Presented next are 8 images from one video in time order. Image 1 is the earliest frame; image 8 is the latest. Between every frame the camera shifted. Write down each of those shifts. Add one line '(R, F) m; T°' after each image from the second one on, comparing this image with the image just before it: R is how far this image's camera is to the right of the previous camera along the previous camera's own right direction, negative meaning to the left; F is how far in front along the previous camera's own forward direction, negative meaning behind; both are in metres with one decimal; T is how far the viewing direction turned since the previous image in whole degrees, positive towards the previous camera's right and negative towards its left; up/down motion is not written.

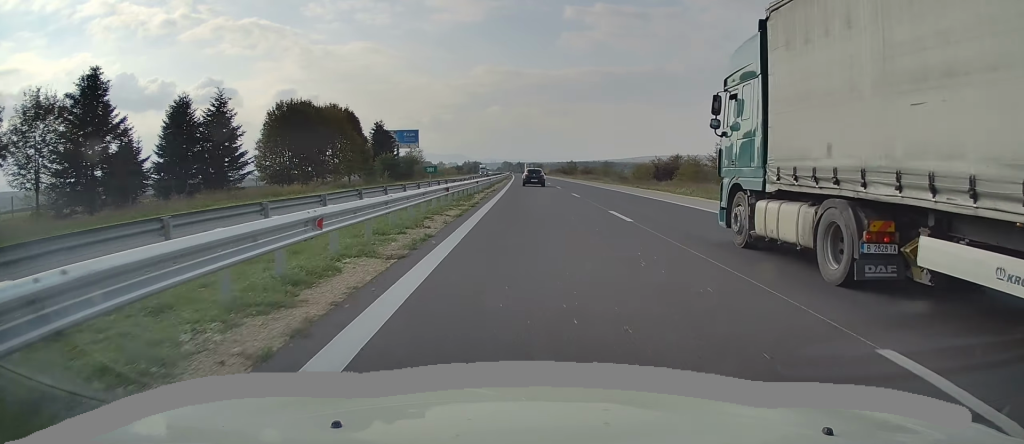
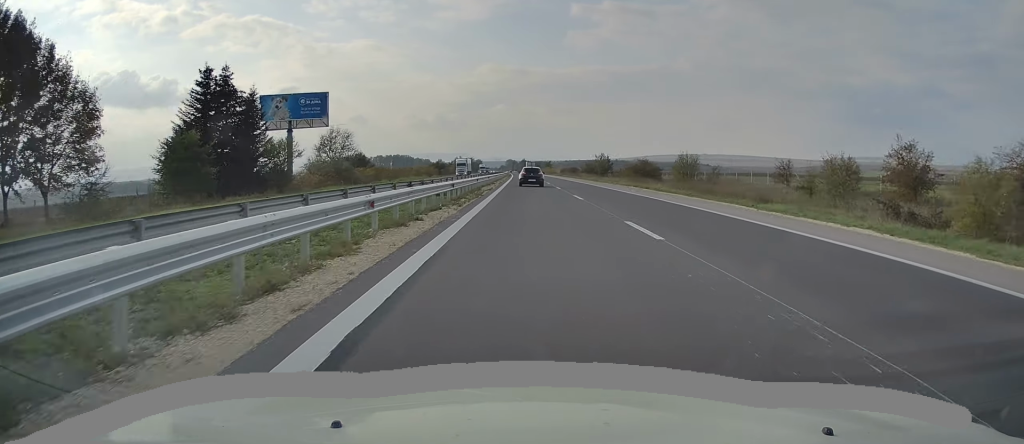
(0.0, +68.5) m; 0°
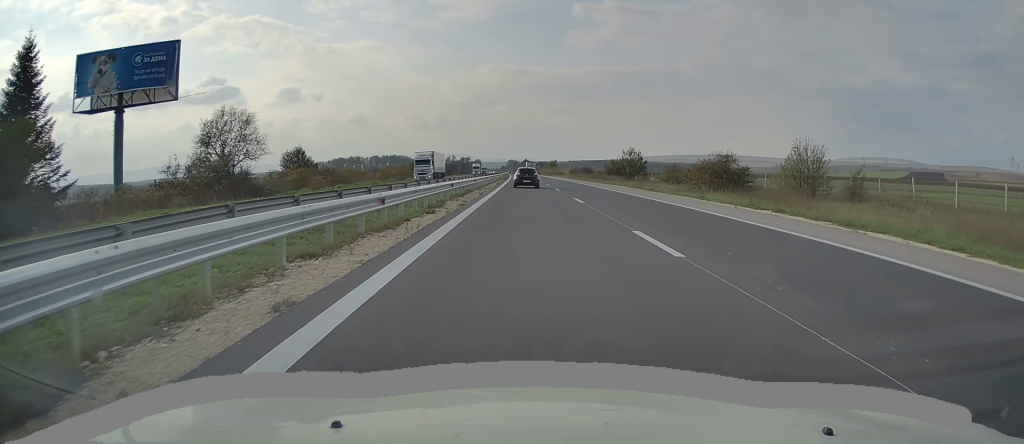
(+0.1, +34.4) m; 0°
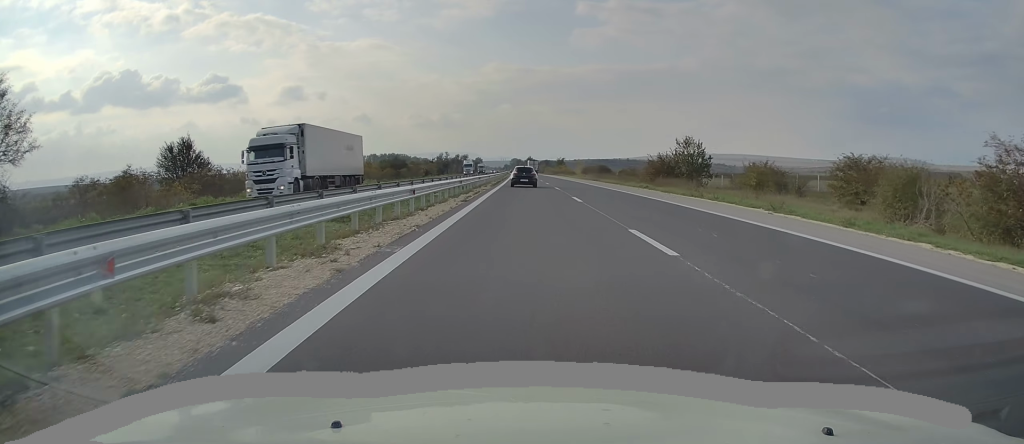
(-0.3, +32.0) m; -1°
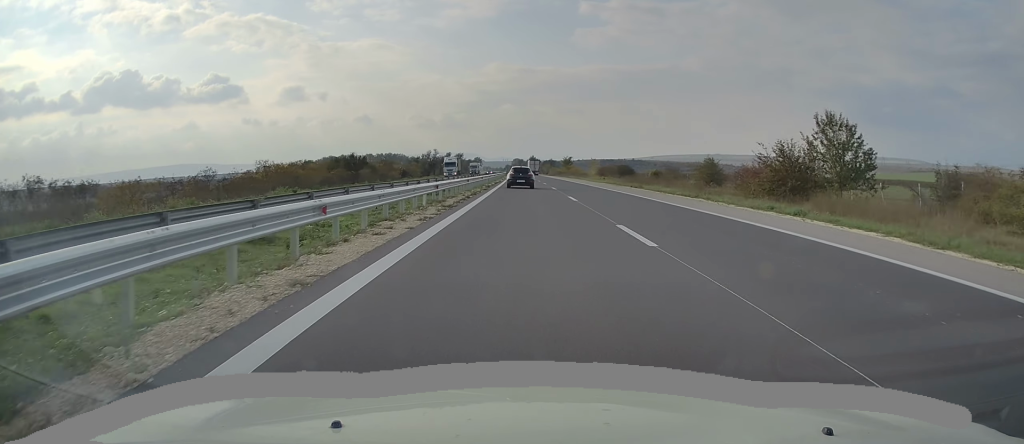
(0.0, +30.8) m; -1°
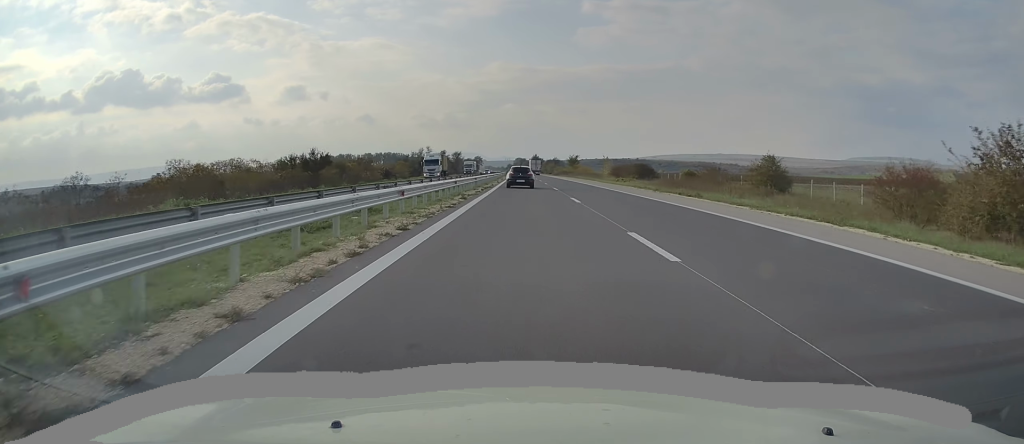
(-0.2, +17.8) m; 0°
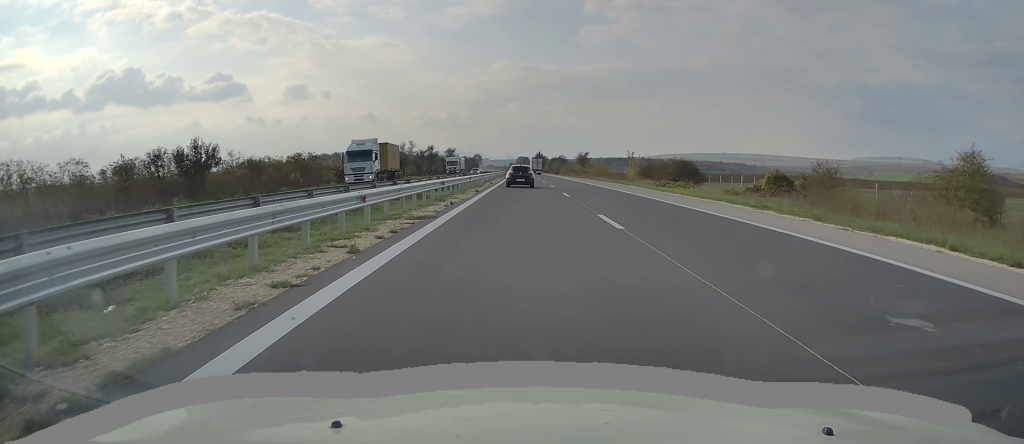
(0.0, +27.2) m; 0°
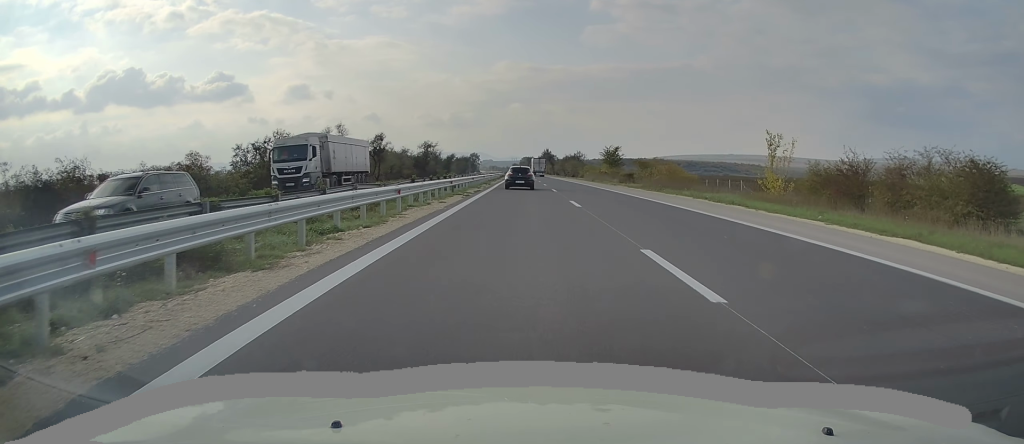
(-0.1, +55.6) m; -1°
